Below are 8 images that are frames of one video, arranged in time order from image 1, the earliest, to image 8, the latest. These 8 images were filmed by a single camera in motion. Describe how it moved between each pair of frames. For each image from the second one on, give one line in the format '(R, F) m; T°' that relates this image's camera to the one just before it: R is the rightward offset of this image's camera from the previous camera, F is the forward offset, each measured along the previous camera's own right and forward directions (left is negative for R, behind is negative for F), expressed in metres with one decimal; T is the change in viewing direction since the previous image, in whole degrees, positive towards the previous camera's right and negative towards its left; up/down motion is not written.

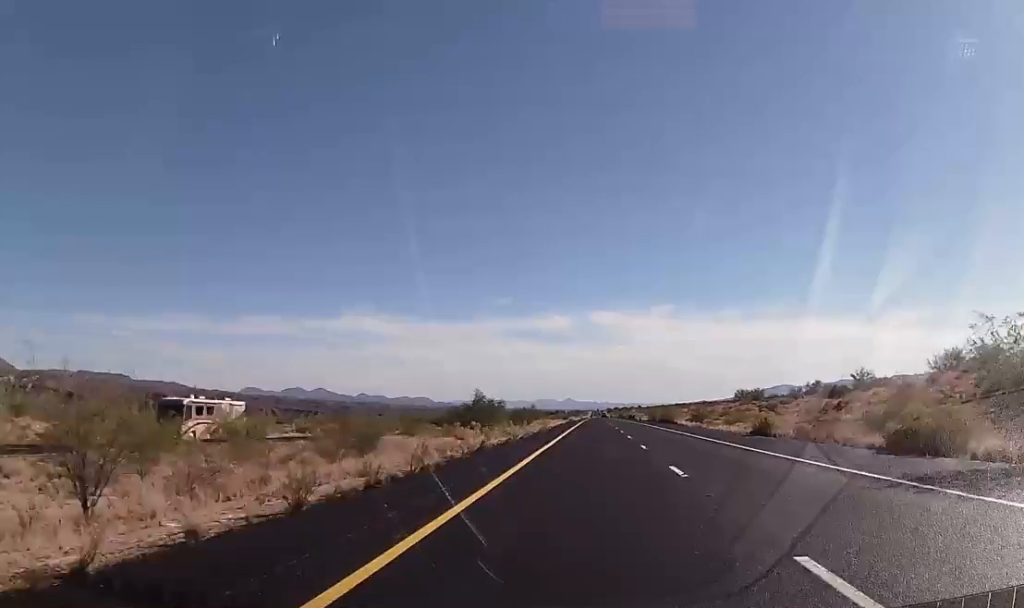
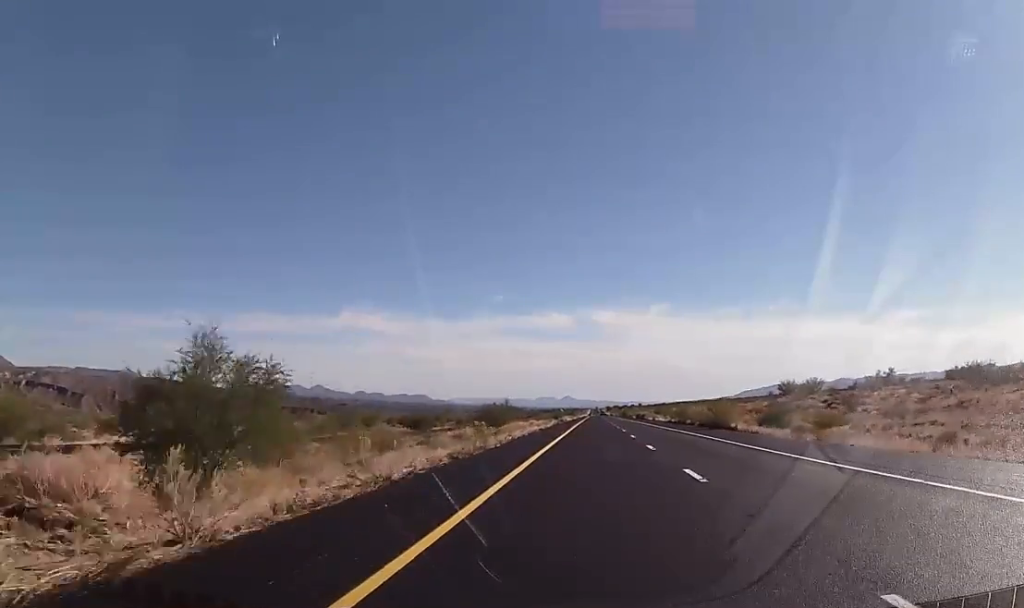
(-0.3, +37.0) m; 0°
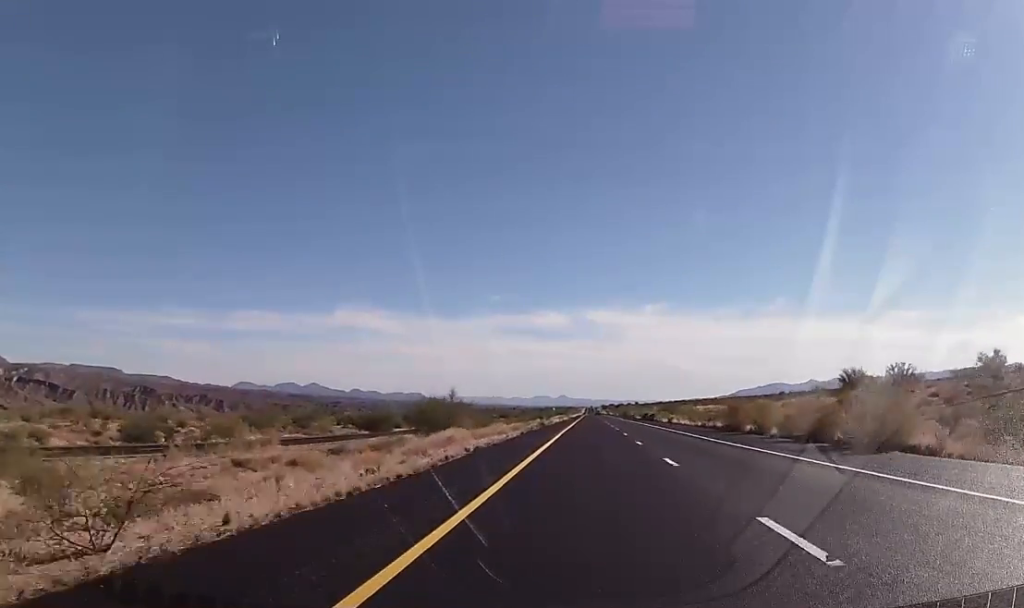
(0.0, +31.8) m; 0°
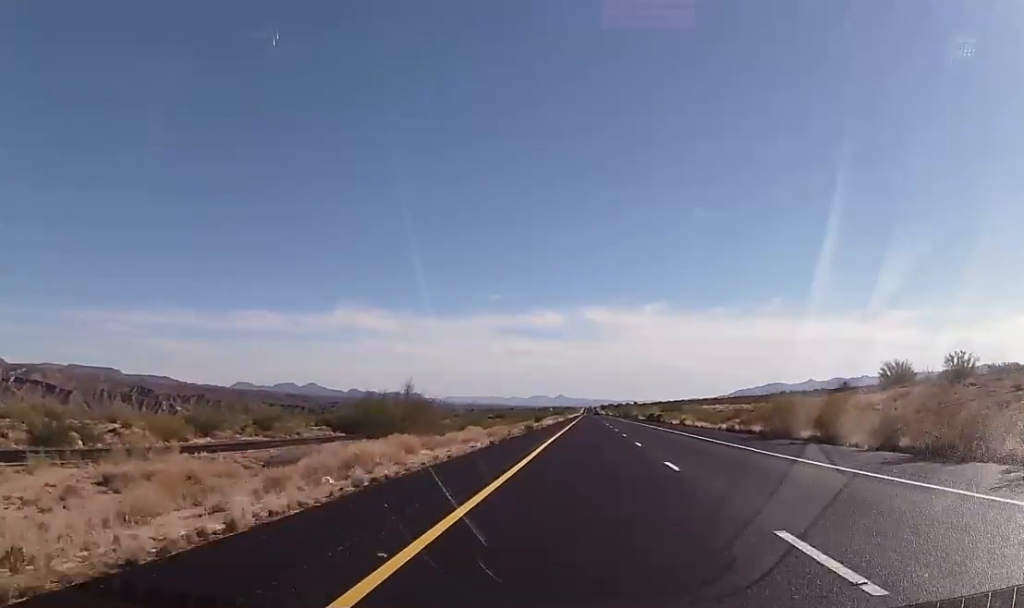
(0.0, +13.2) m; 0°
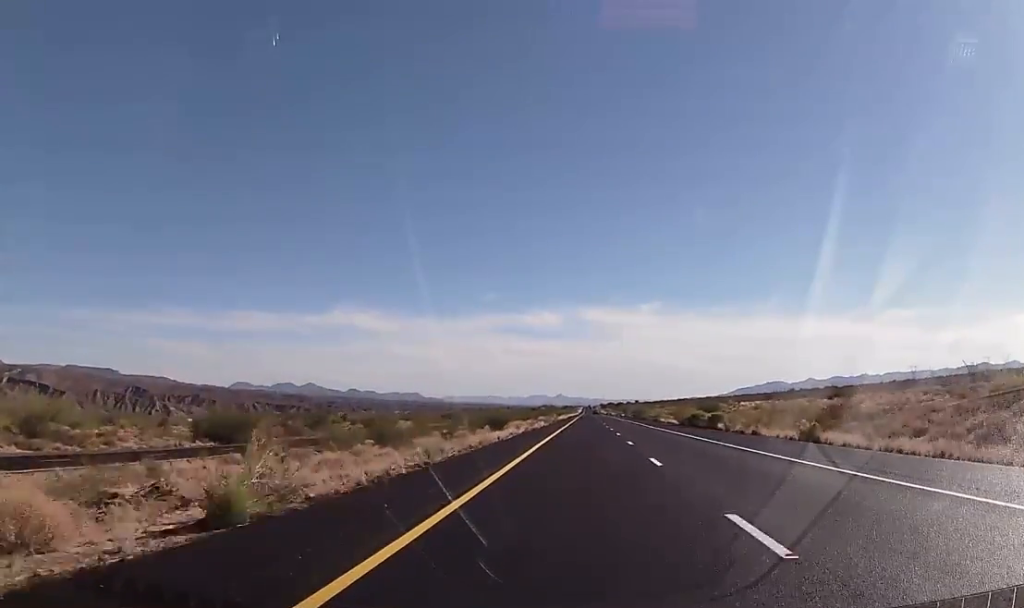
(0.0, +46.5) m; 0°
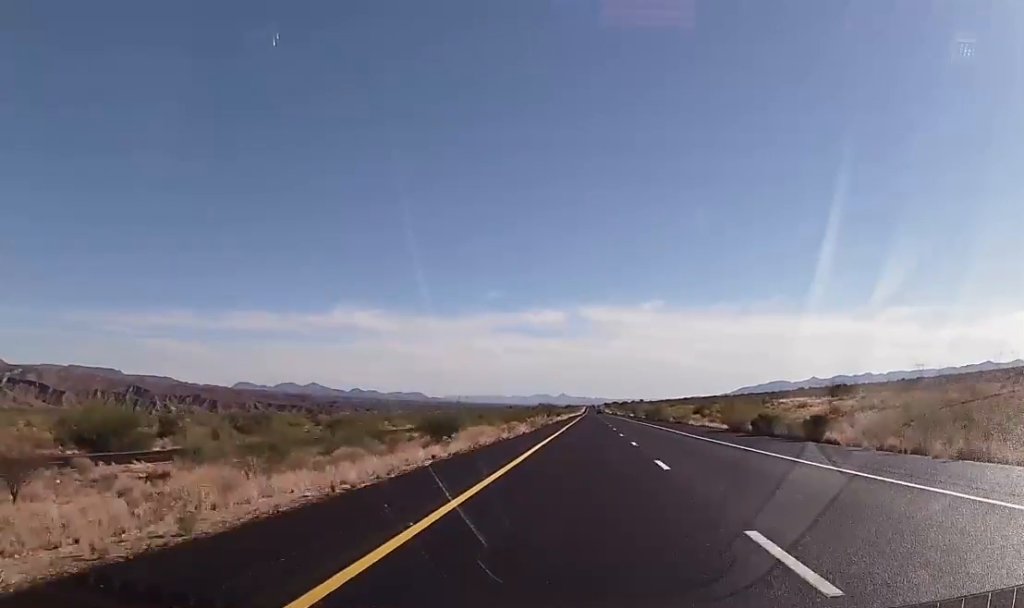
(0.0, +25.6) m; 0°
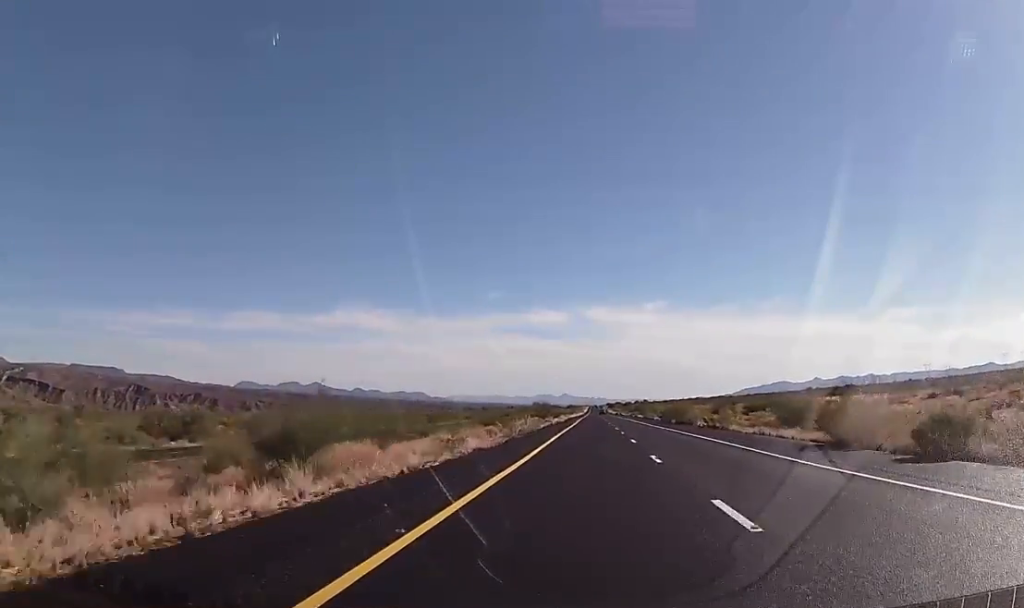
(0.0, +21.2) m; 0°
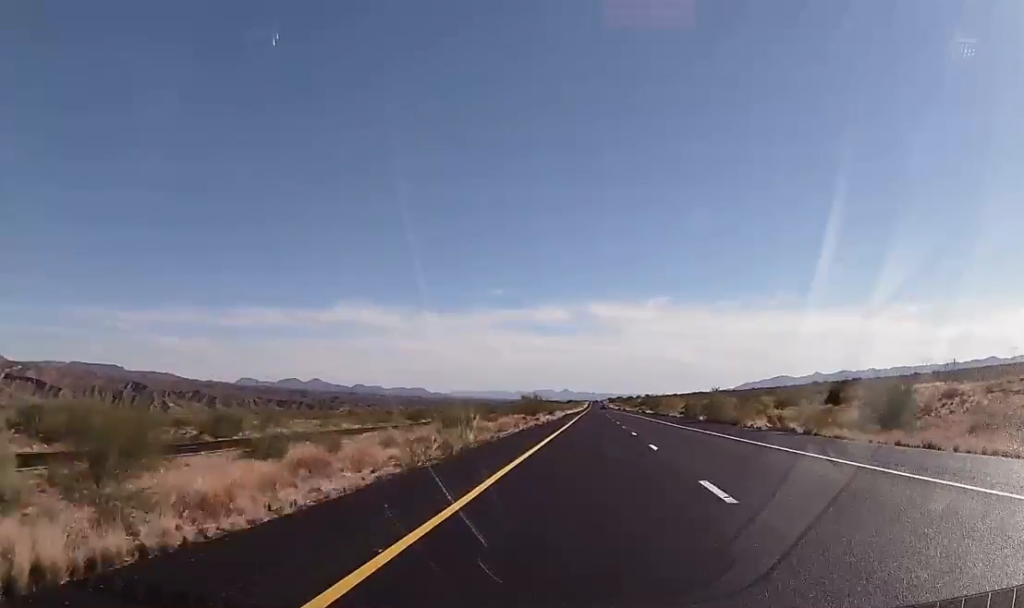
(0.0, +22.3) m; 0°
